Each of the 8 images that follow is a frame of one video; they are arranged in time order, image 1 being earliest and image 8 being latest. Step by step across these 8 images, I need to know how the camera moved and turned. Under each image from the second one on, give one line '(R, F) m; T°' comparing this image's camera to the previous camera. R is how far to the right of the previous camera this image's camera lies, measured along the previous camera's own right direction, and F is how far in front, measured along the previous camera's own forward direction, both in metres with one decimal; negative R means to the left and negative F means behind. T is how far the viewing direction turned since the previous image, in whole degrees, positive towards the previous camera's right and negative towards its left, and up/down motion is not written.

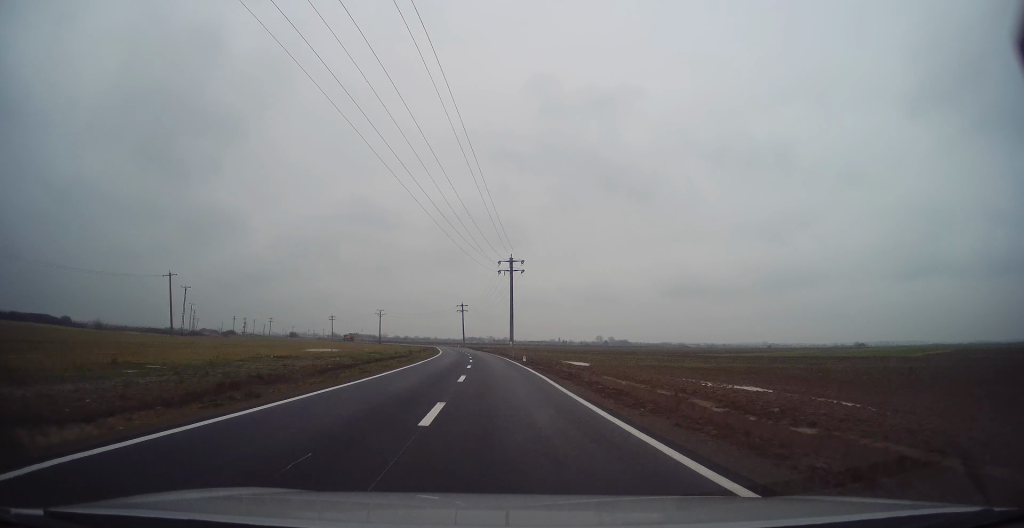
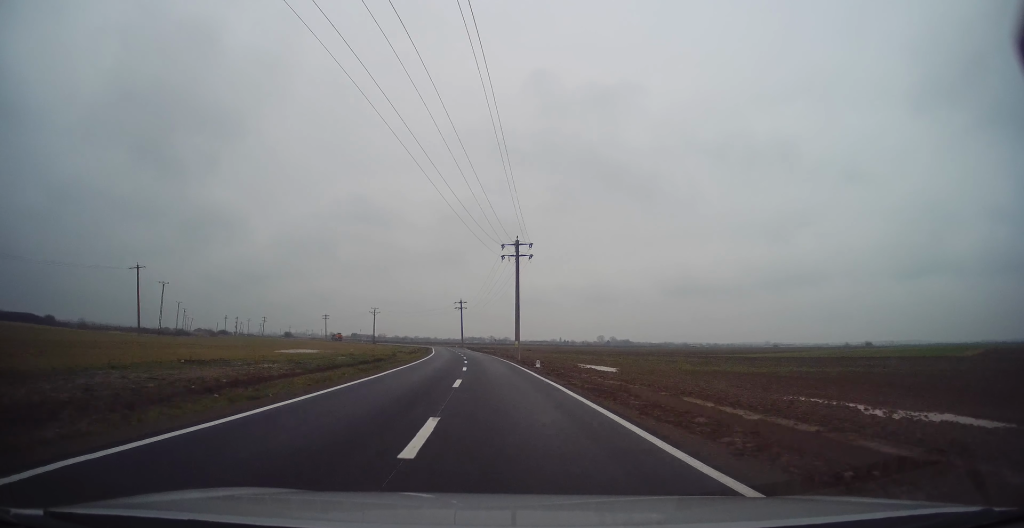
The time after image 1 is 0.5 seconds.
(-0.1, +11.1) m; 0°
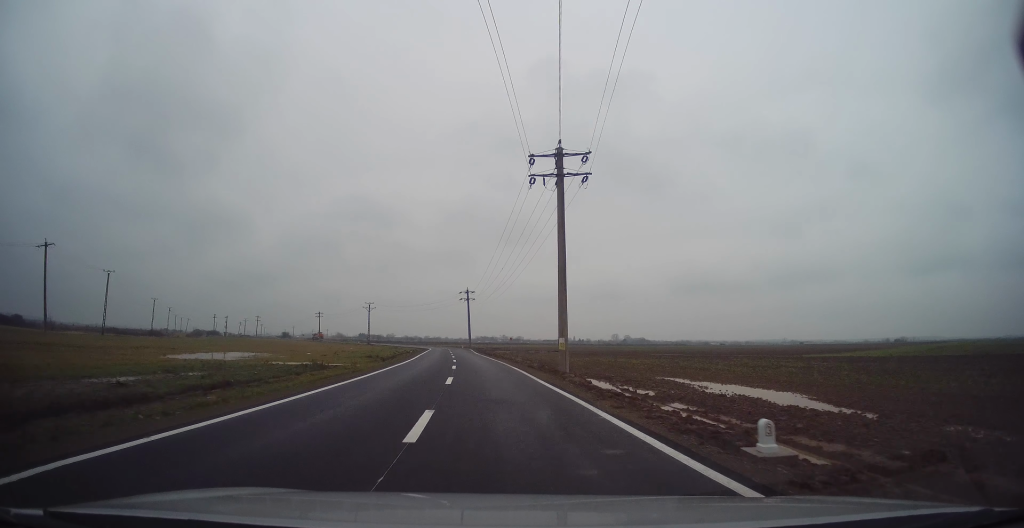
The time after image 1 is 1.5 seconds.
(+0.2, +25.9) m; -2°
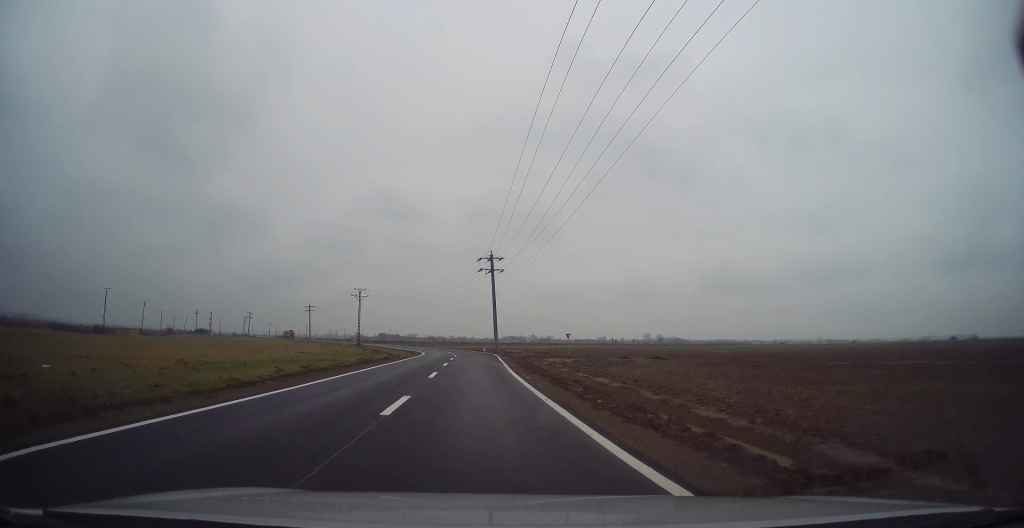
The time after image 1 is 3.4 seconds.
(-1.3, +43.2) m; -2°
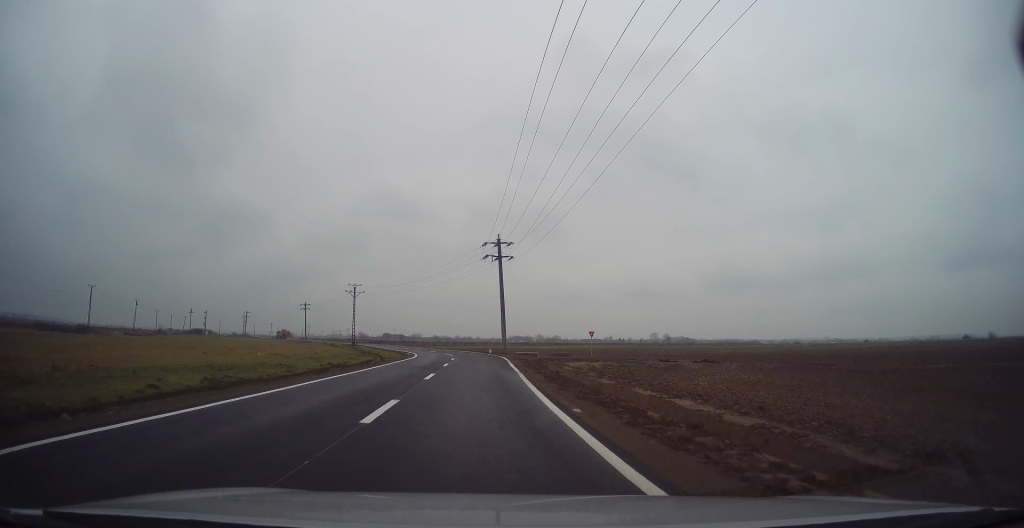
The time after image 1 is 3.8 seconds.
(0.0, +9.8) m; -1°
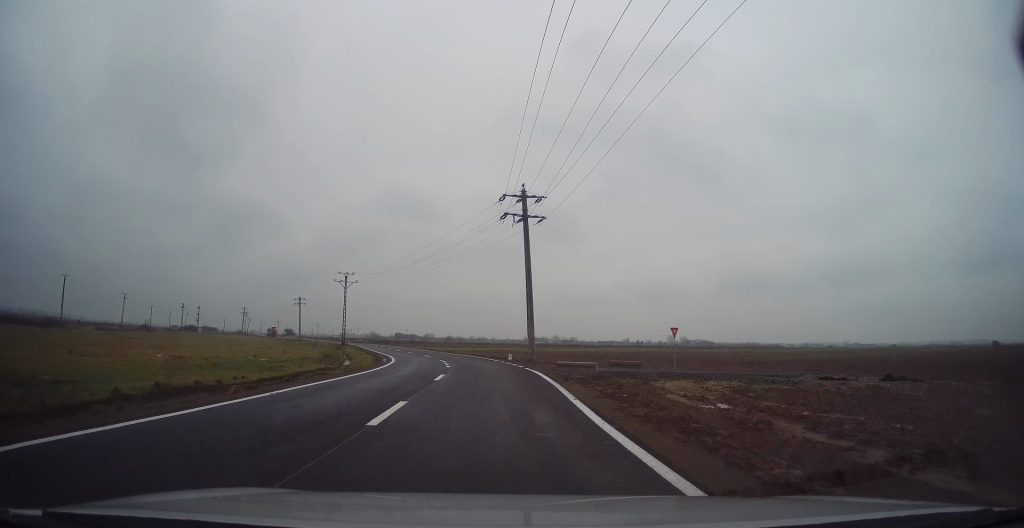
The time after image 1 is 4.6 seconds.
(-0.2, +18.1) m; -3°
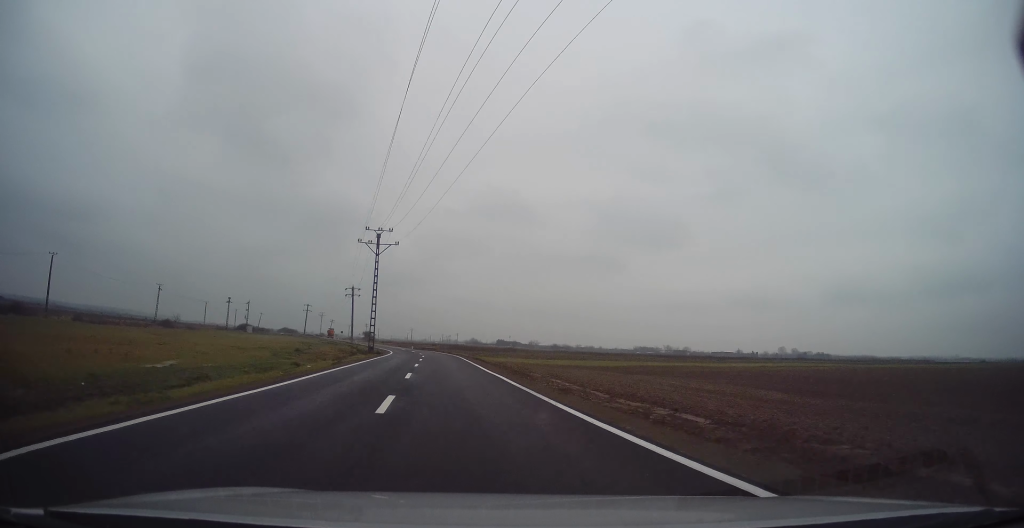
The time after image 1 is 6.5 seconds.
(-3.8, +41.4) m; -10°
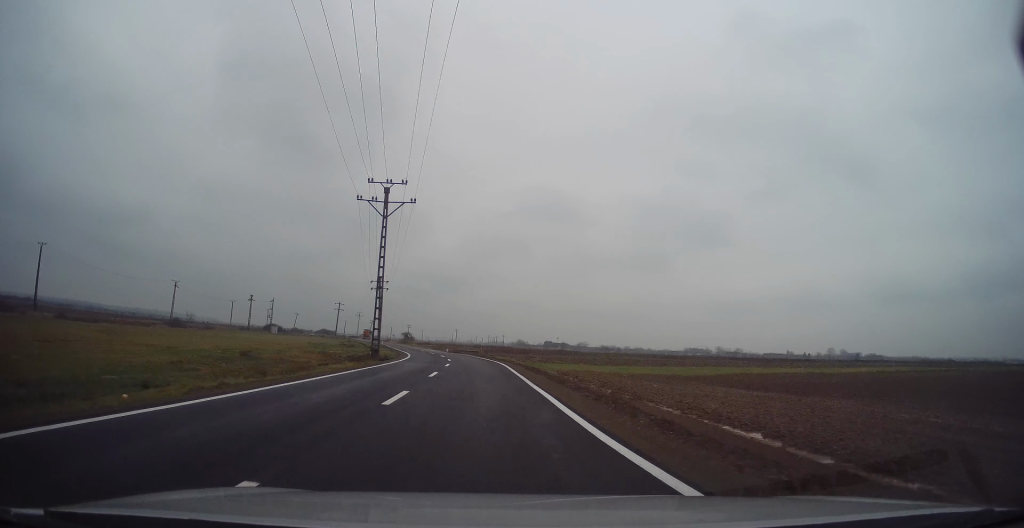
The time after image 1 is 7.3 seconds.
(-0.7, +17.2) m; -3°
